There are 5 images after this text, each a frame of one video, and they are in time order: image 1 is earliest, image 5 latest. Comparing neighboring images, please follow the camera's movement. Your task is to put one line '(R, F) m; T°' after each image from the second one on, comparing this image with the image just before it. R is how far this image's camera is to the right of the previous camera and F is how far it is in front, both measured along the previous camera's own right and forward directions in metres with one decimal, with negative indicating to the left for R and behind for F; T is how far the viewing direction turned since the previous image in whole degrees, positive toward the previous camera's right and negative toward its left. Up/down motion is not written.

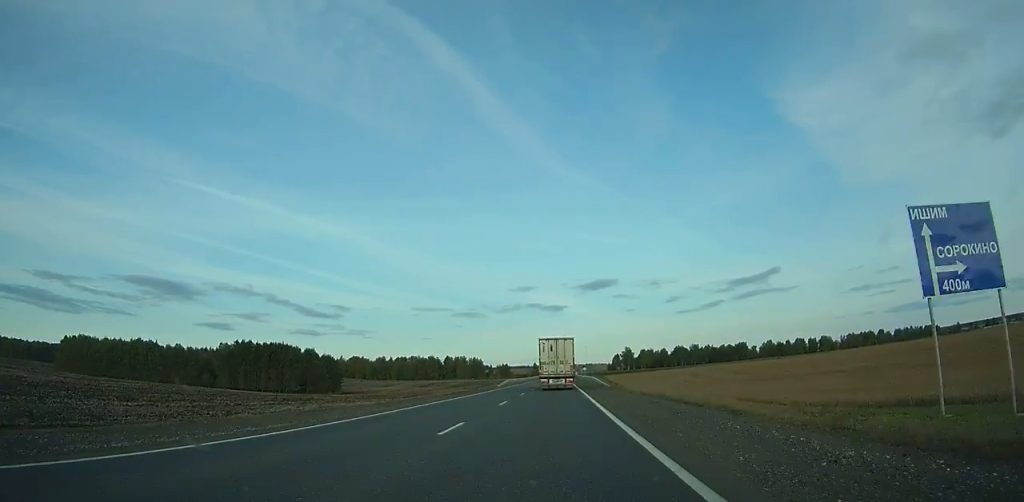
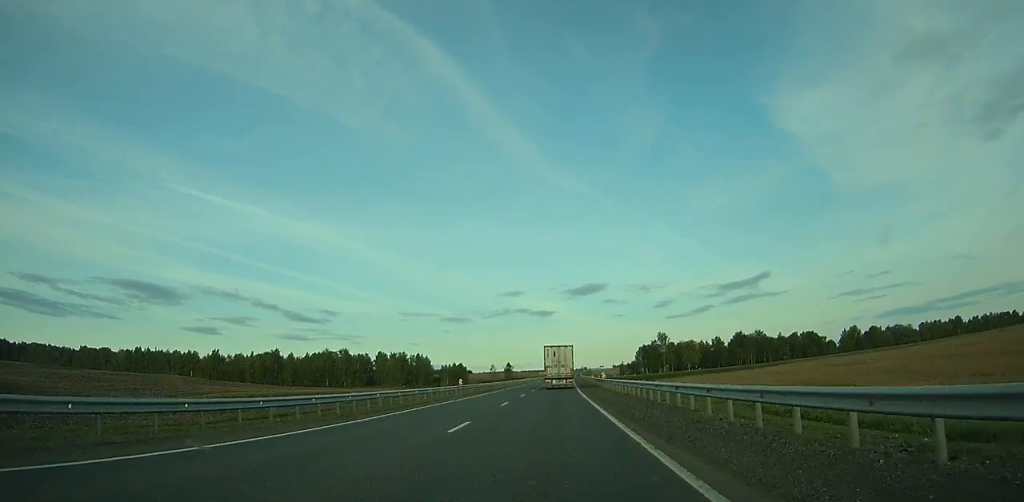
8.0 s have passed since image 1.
(+1.7, +169.4) m; +1°
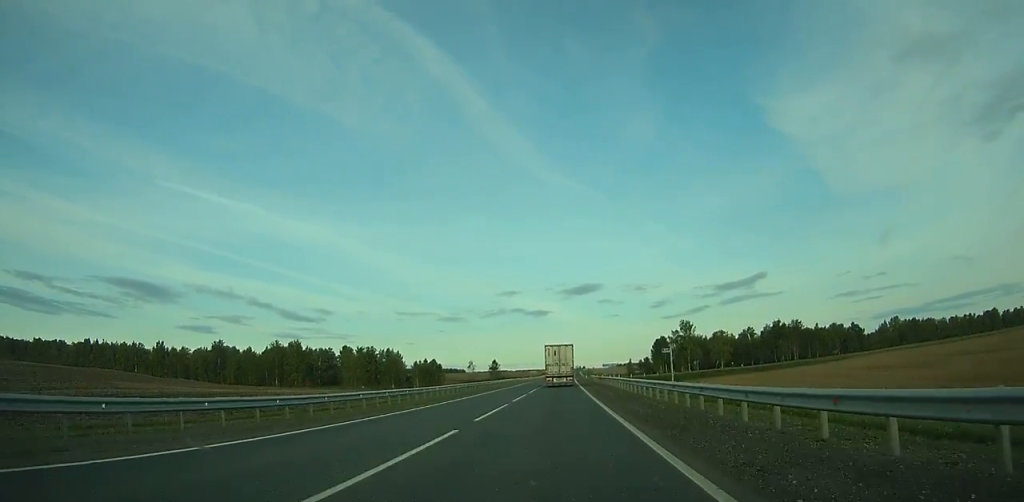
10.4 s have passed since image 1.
(+0.2, +52.2) m; +1°
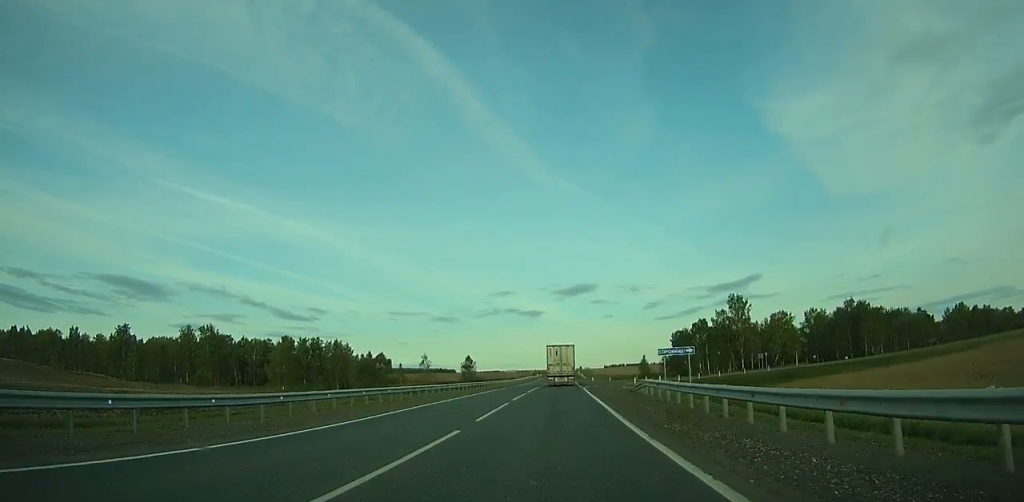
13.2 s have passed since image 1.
(+0.4, +62.0) m; +1°
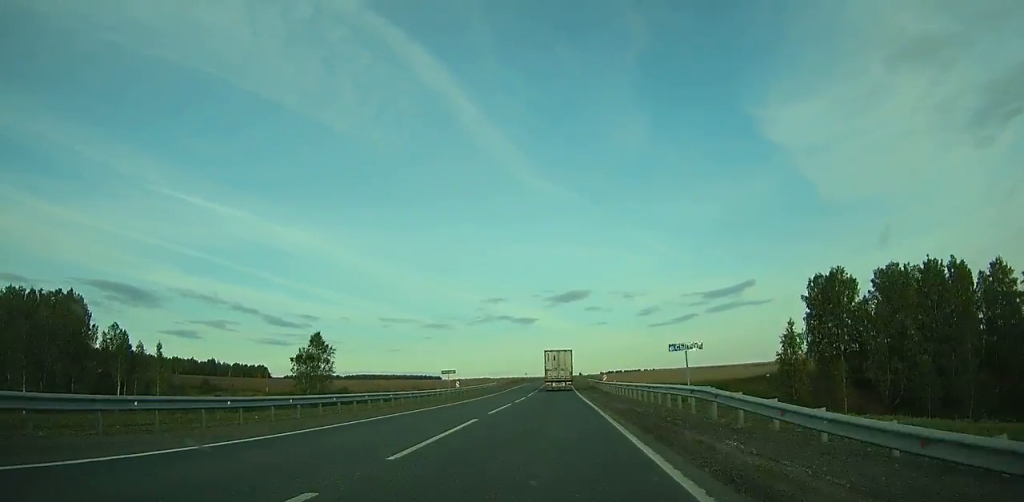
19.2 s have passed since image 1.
(+2.0, +131.0) m; +1°
